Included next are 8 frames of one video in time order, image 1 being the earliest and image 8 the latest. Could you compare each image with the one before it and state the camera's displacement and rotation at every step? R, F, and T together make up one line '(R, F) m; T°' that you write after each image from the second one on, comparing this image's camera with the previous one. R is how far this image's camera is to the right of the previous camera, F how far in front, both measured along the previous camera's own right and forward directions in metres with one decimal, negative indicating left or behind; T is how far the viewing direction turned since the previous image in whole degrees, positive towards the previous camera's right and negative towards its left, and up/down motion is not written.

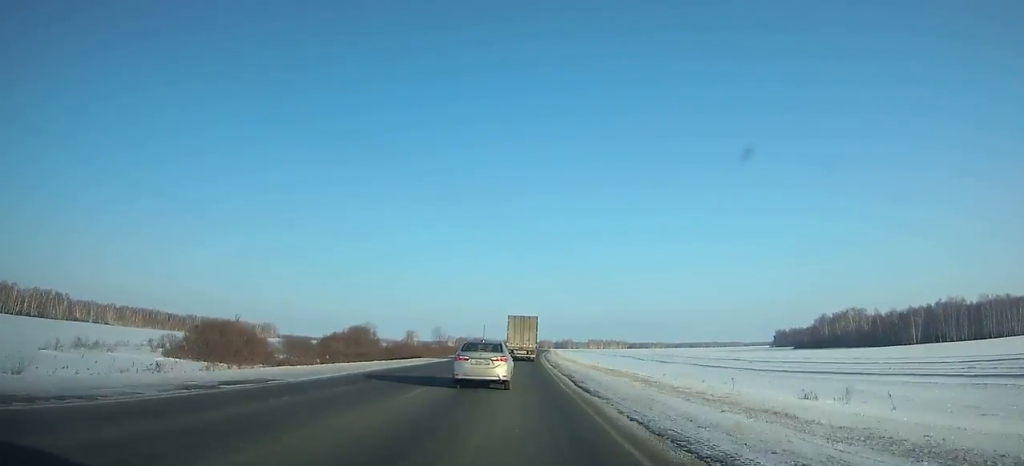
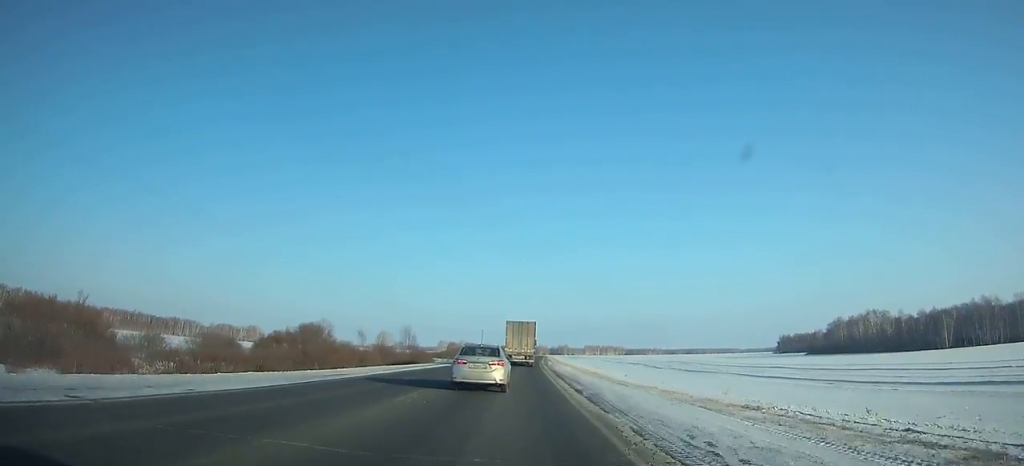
(+0.2, +24.8) m; +1°
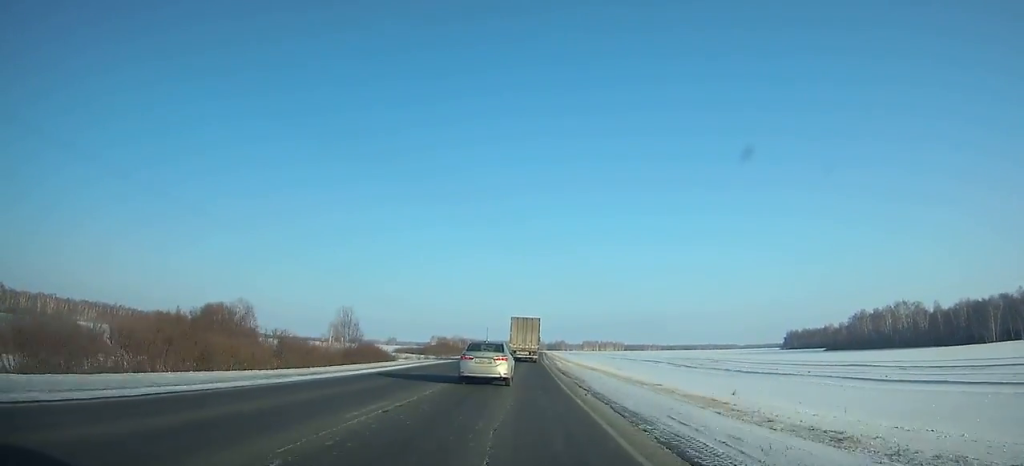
(+0.1, +28.4) m; +1°
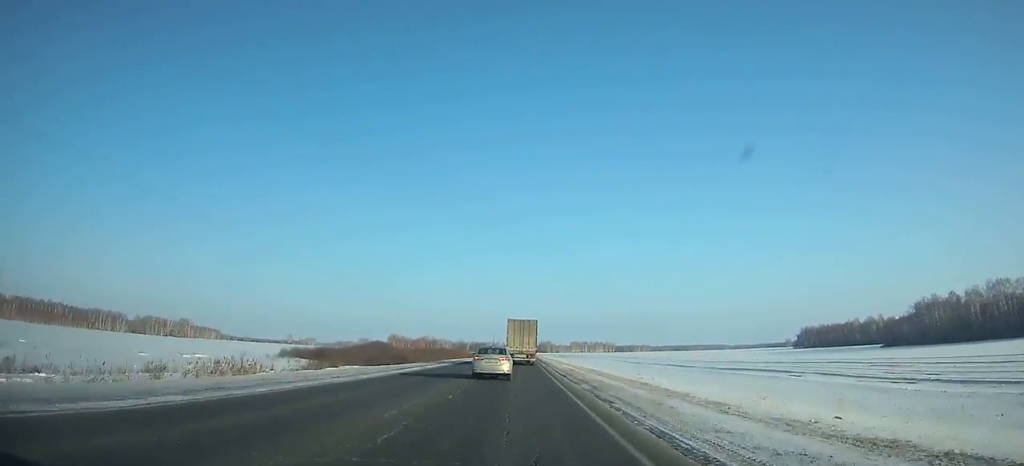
(+0.7, +73.8) m; +1°
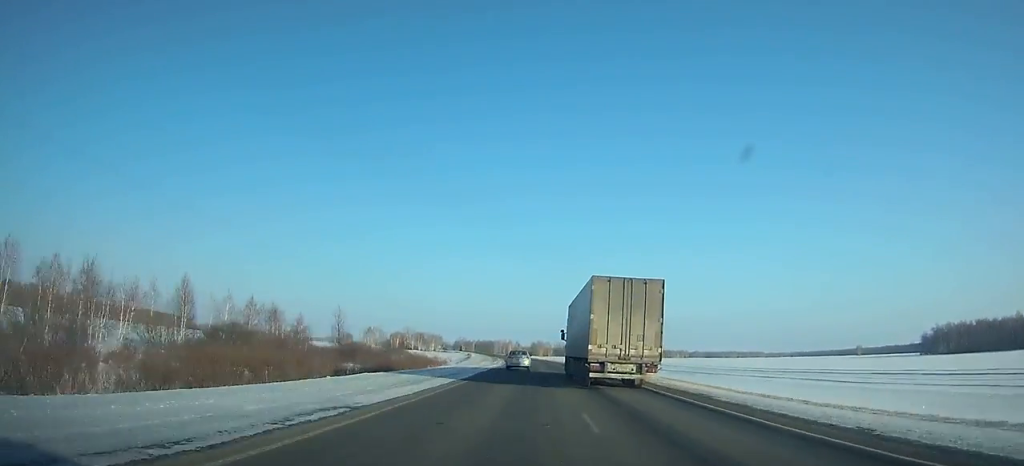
(-0.9, +174.5) m; -1°
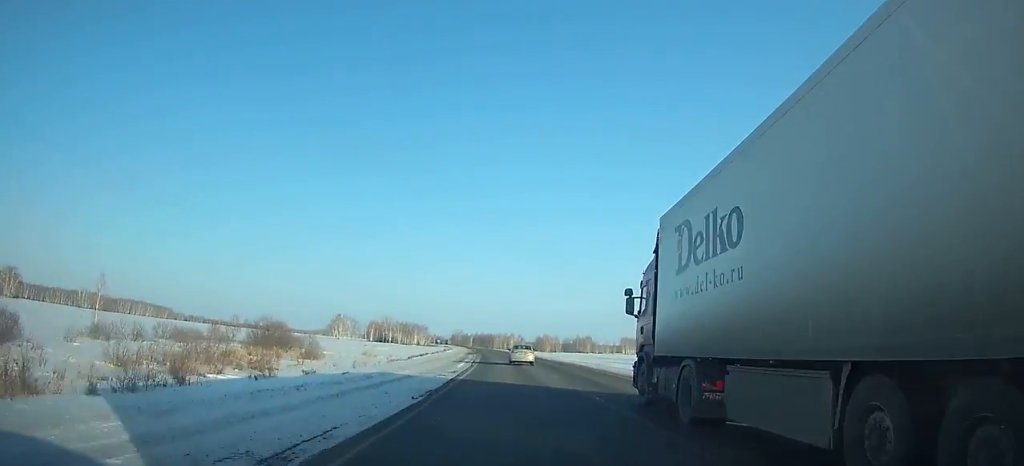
(-0.2, +69.1) m; -1°
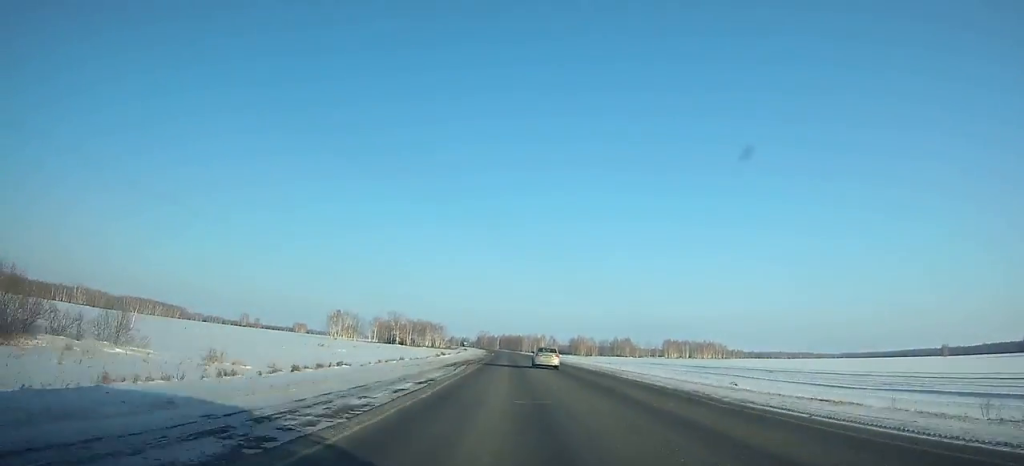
(-0.5, +47.2) m; -1°
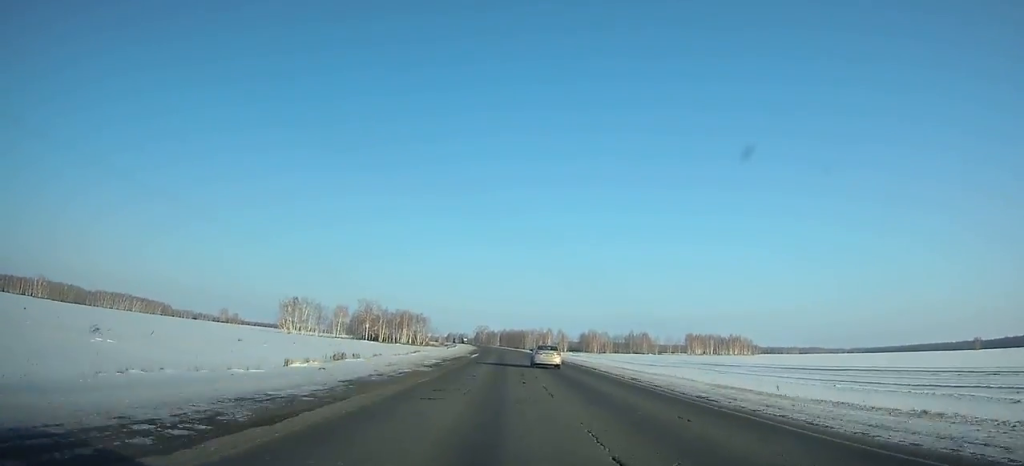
(-0.8, +50.6) m; -1°
